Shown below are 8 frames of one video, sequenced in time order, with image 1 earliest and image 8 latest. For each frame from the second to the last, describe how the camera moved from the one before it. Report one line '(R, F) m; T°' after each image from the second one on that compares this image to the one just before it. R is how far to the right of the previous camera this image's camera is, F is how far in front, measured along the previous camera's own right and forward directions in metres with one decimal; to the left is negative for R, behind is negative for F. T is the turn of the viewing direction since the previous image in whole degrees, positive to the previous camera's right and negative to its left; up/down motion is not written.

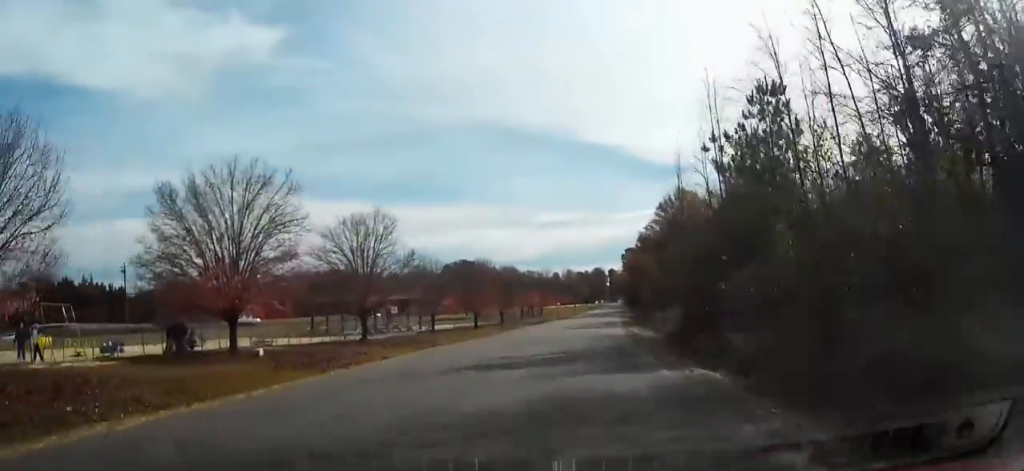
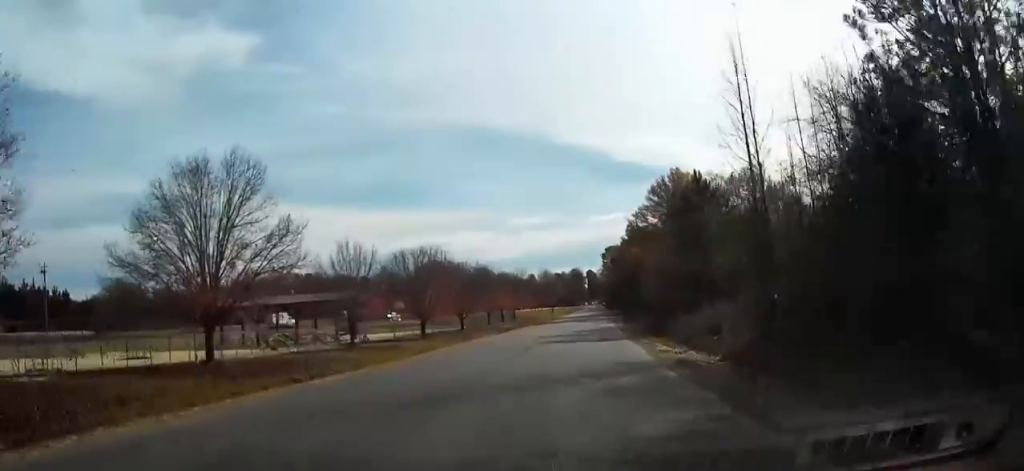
(0.0, +18.2) m; 0°
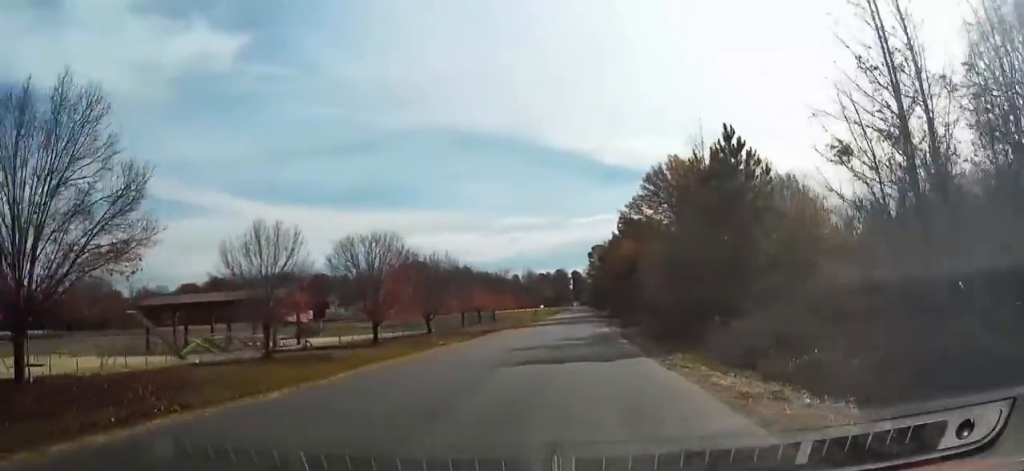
(0.0, +10.4) m; 0°
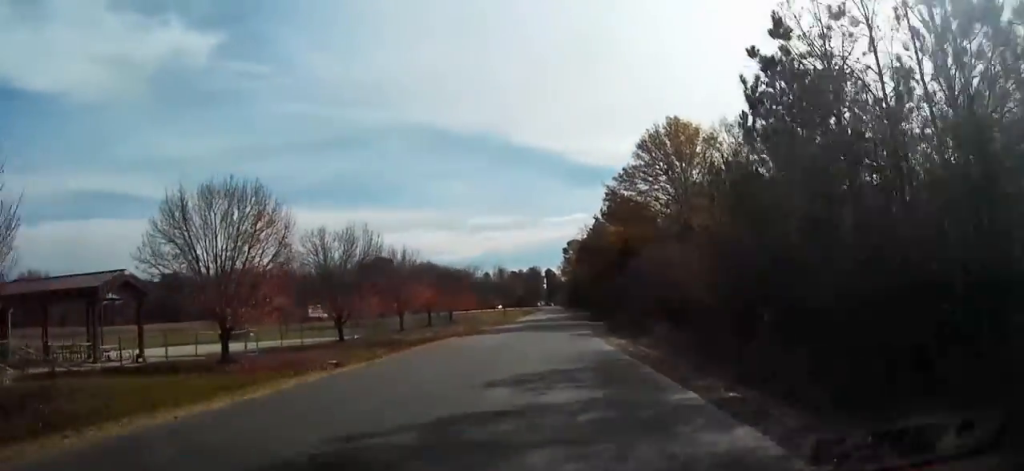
(0.0, +17.7) m; 0°
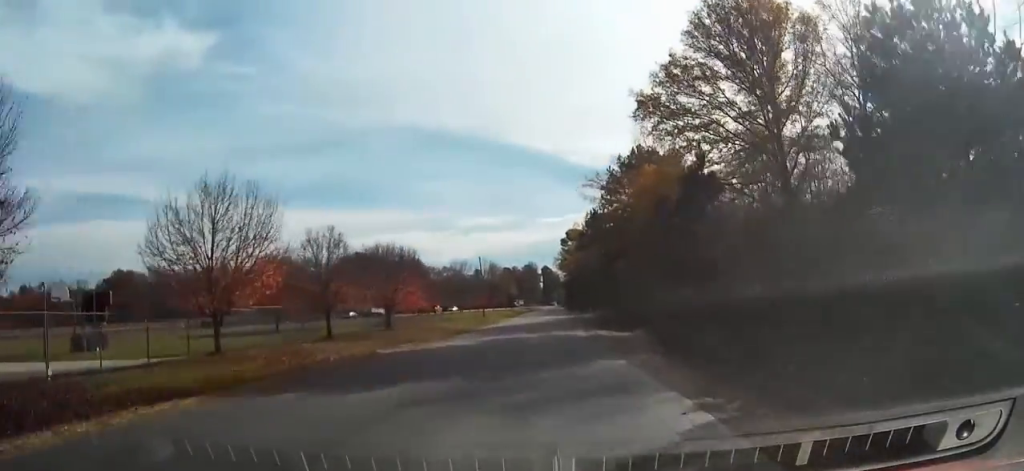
(0.0, +28.6) m; 0°
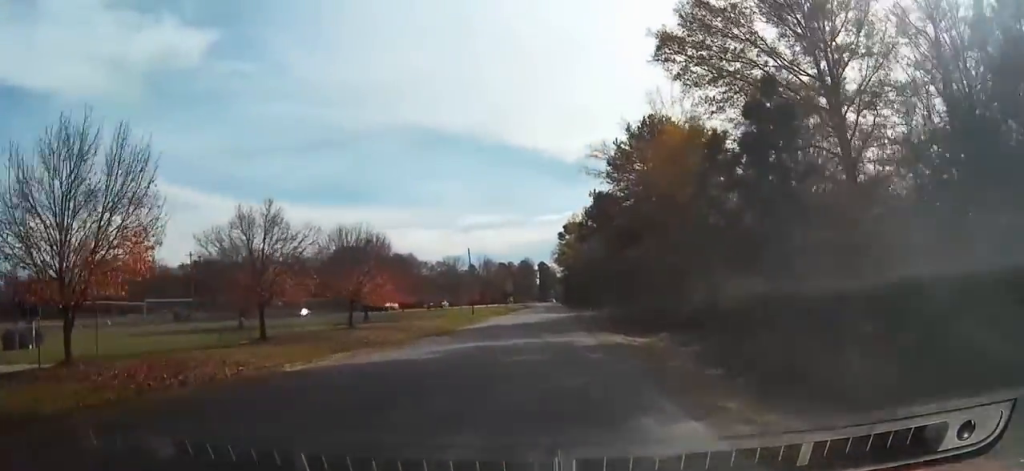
(0.0, +8.1) m; +1°
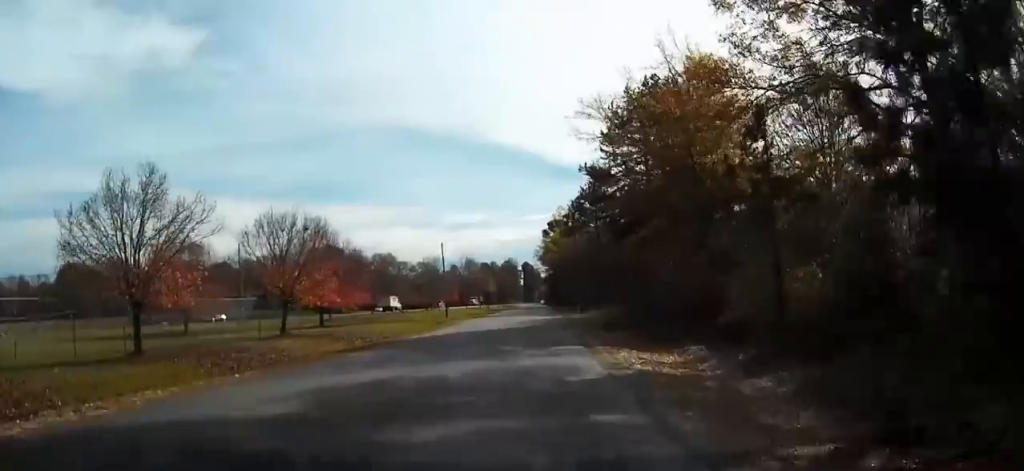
(+0.1, +9.1) m; +1°
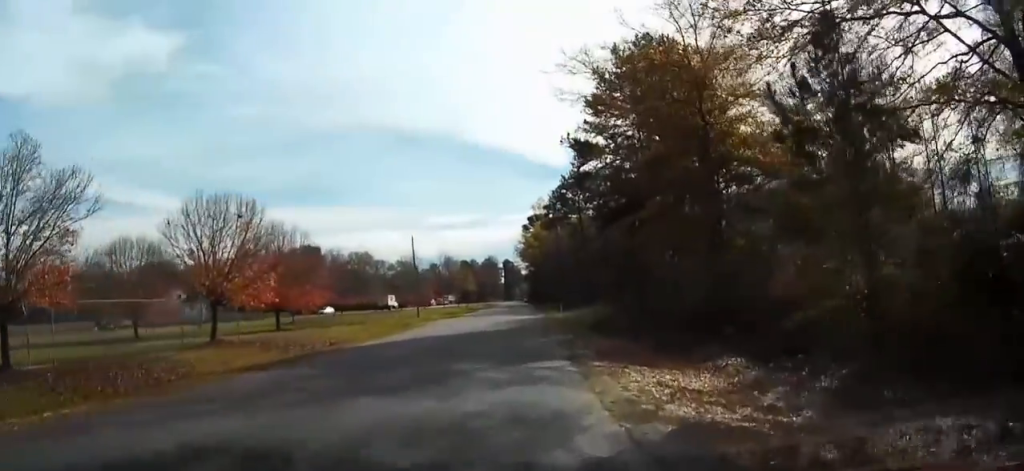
(0.0, +6.9) m; +1°
